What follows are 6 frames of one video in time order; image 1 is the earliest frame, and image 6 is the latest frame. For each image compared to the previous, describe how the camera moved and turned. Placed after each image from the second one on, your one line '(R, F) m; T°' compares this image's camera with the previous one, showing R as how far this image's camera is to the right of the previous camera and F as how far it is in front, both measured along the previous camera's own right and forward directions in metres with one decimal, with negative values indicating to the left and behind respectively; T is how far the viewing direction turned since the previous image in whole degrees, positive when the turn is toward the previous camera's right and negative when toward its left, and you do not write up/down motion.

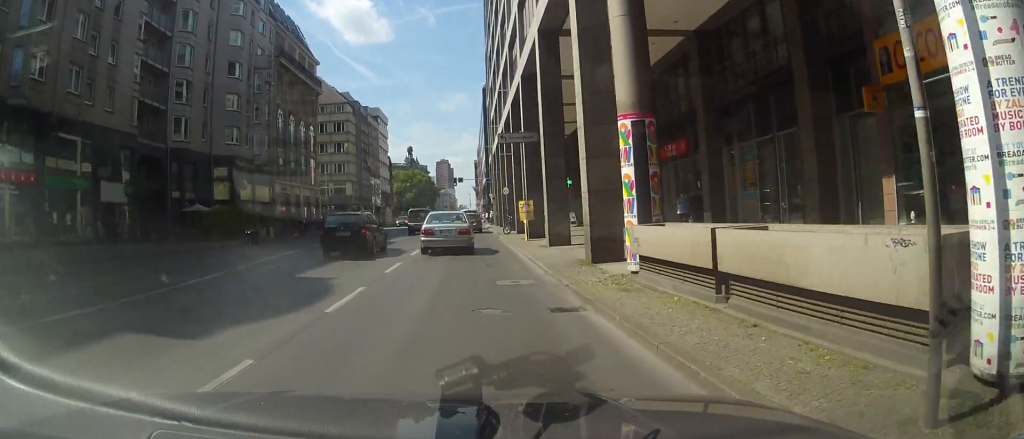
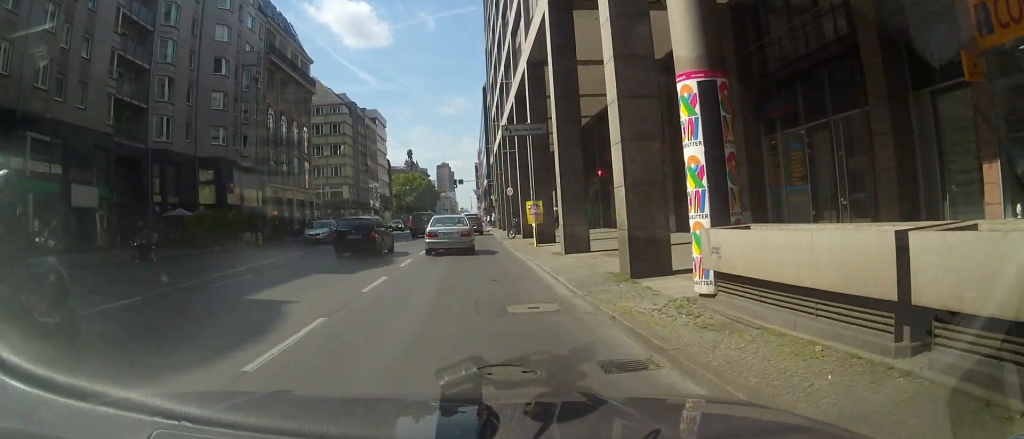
(-0.1, +2.8) m; +2°
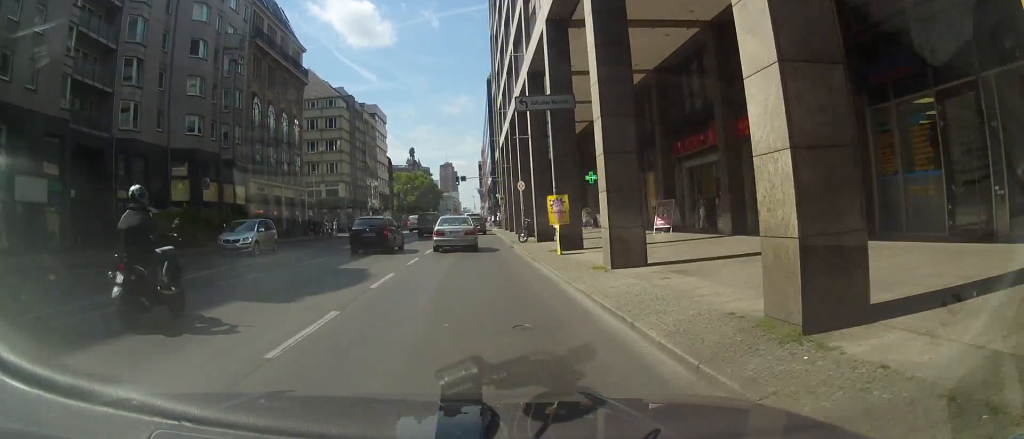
(+0.3, +4.9) m; +1°
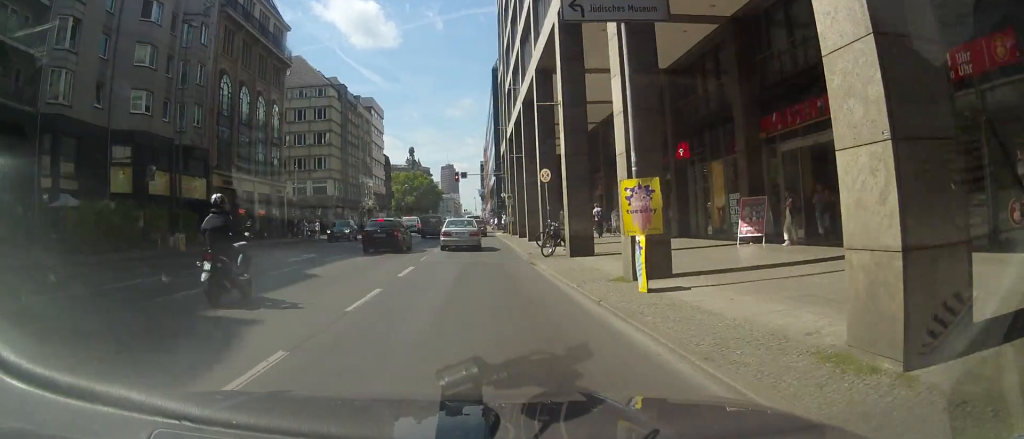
(-0.2, +7.5) m; -3°
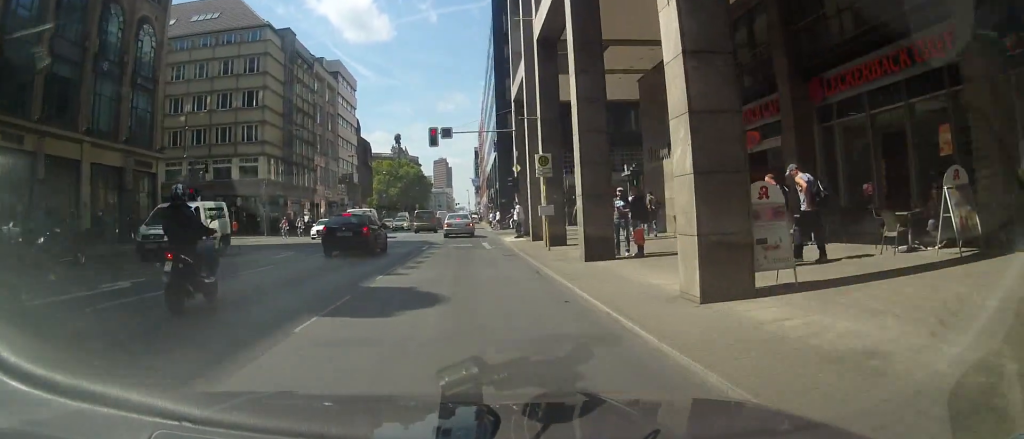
(-0.7, +24.3) m; -2°
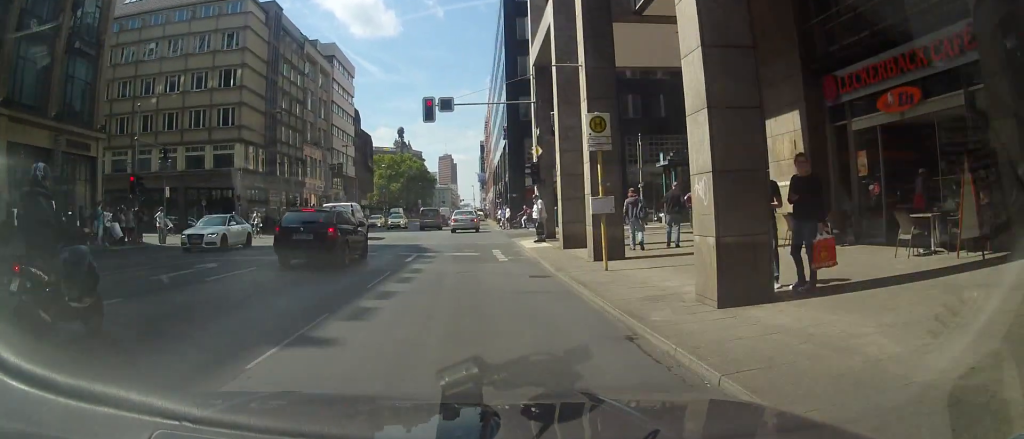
(0.0, +7.5) m; 0°
